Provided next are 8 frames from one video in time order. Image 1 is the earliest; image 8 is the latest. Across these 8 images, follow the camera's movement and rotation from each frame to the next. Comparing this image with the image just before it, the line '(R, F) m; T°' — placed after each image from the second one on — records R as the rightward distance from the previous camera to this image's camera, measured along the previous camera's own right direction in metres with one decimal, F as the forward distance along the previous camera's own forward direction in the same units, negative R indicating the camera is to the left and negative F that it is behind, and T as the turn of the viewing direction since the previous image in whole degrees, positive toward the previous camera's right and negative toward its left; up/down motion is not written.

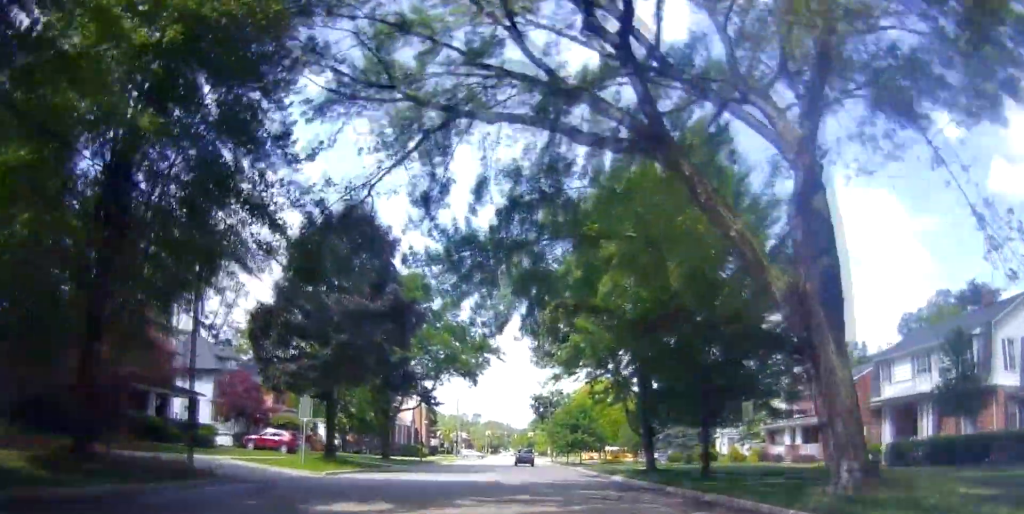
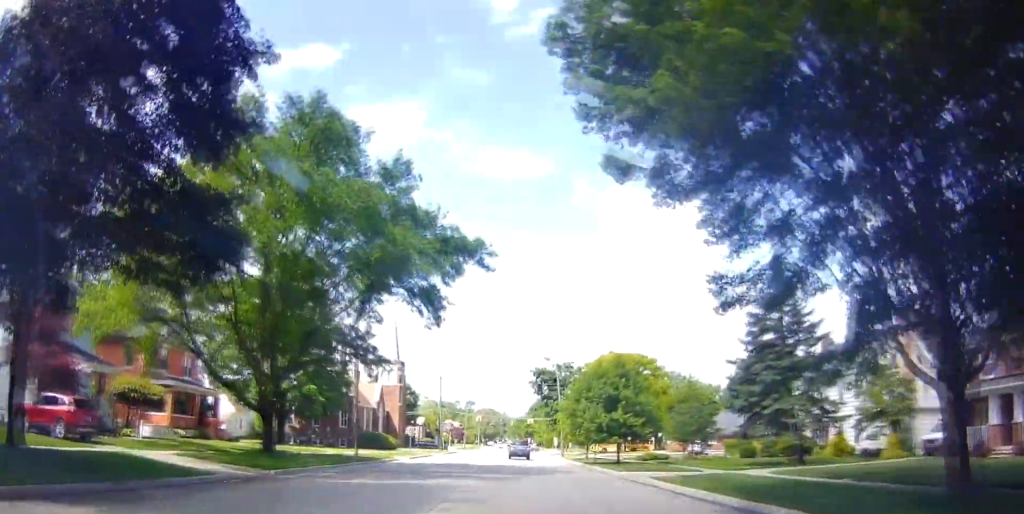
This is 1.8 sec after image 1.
(-0.4, +27.8) m; -1°
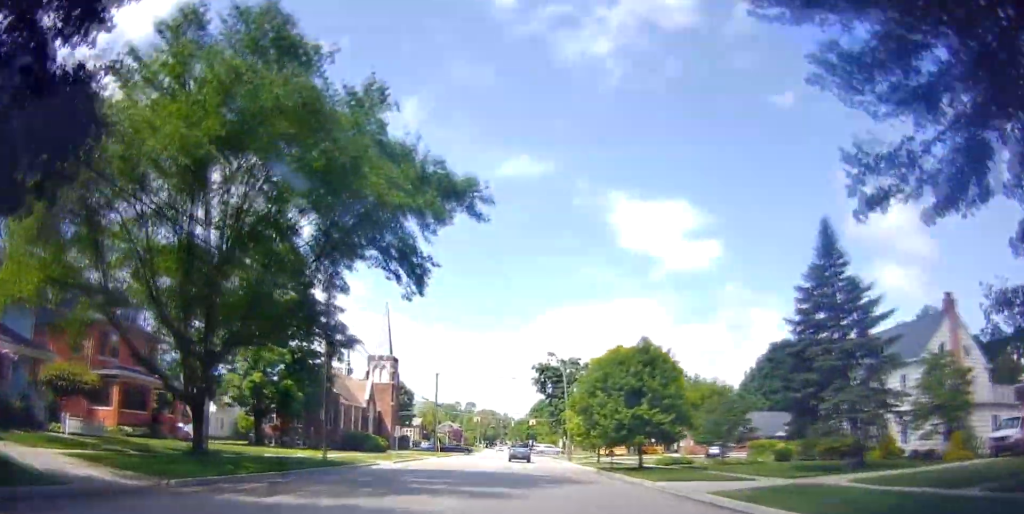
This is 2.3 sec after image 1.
(0.0, +7.6) m; 0°
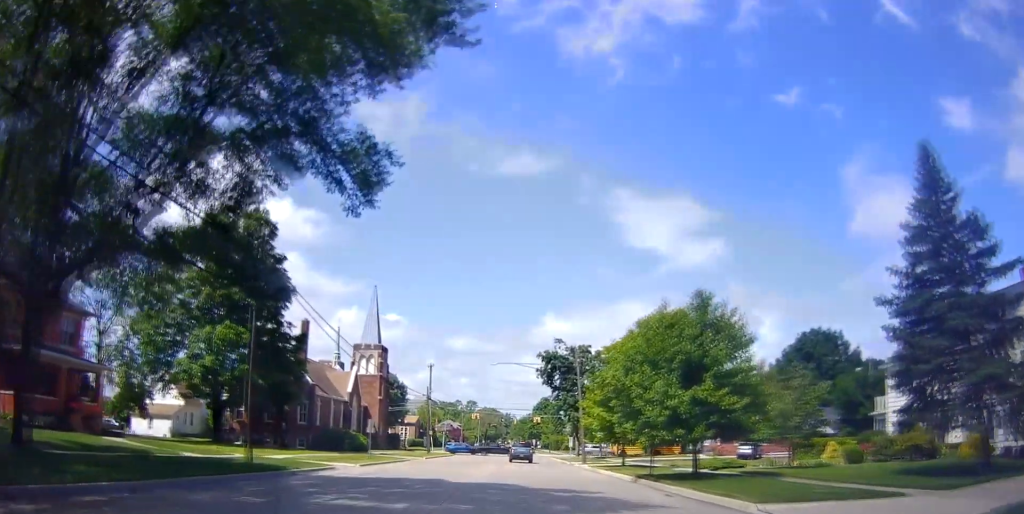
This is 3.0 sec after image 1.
(0.0, +10.7) m; 0°
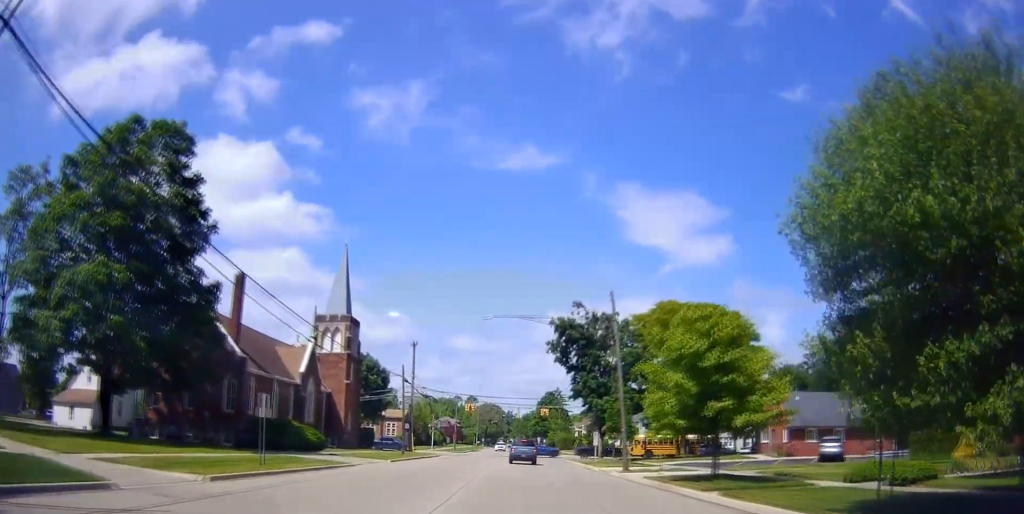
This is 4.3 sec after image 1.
(-0.1, +18.4) m; +2°
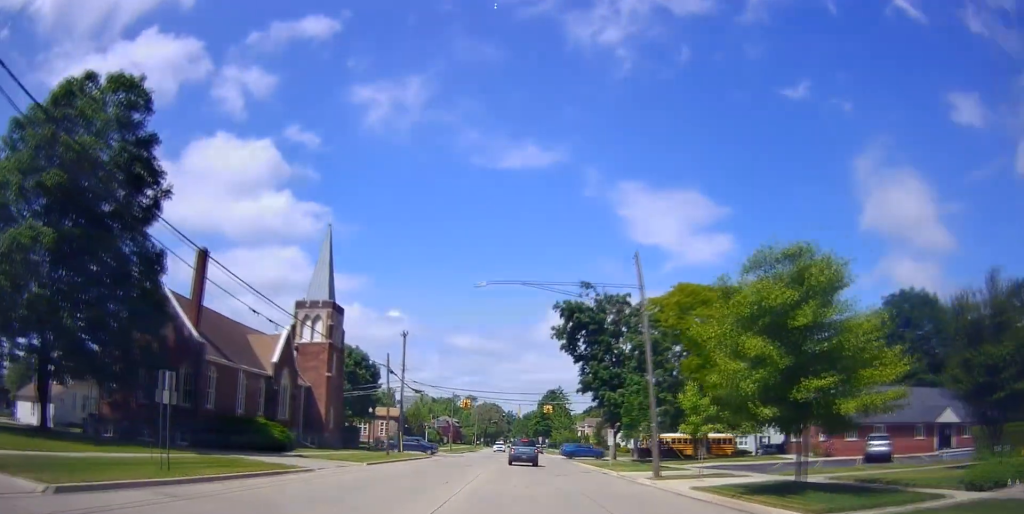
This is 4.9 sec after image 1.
(+0.2, +7.5) m; 0°
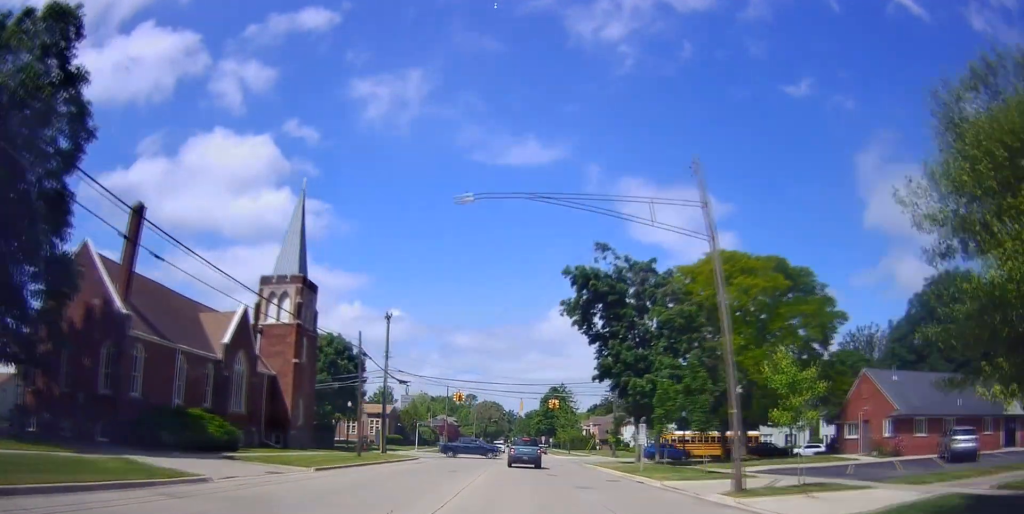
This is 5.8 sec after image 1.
(+0.1, +11.1) m; -1°
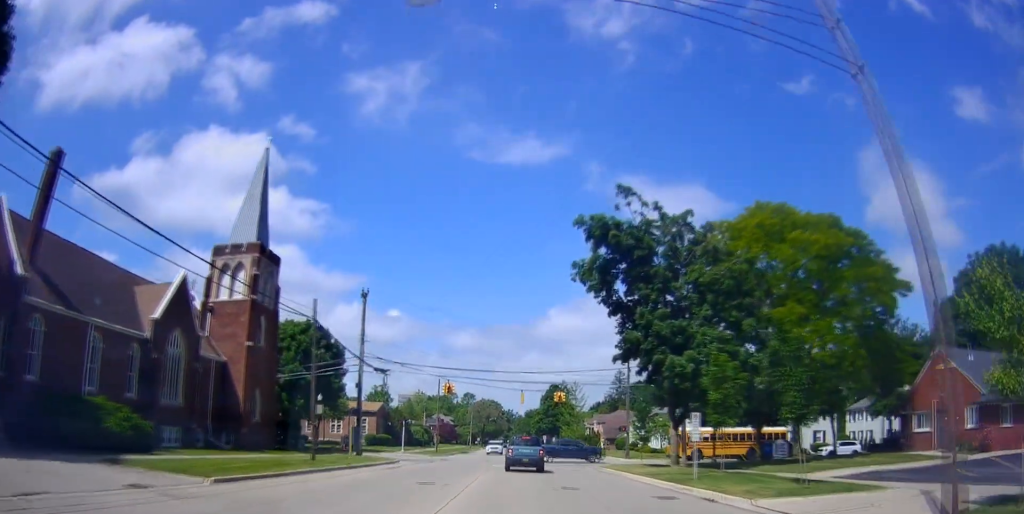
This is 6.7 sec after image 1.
(-0.4, +11.7) m; -2°
